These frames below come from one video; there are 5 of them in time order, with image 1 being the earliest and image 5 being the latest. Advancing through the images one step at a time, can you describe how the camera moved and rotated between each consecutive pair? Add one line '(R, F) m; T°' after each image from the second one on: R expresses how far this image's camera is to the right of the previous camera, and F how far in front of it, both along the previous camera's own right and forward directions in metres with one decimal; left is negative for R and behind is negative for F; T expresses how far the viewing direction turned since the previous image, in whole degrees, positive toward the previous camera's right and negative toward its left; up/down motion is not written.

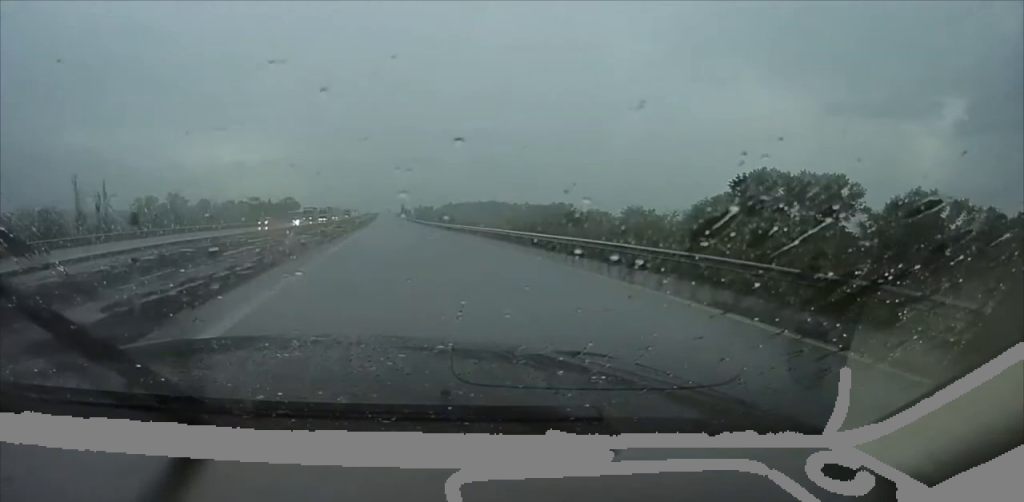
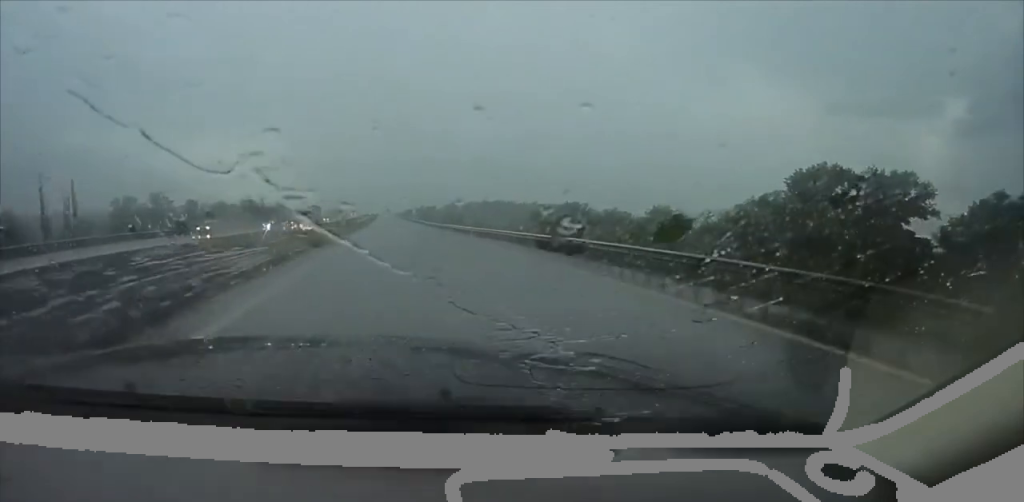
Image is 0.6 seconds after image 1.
(+0.3, +16.0) m; +1°
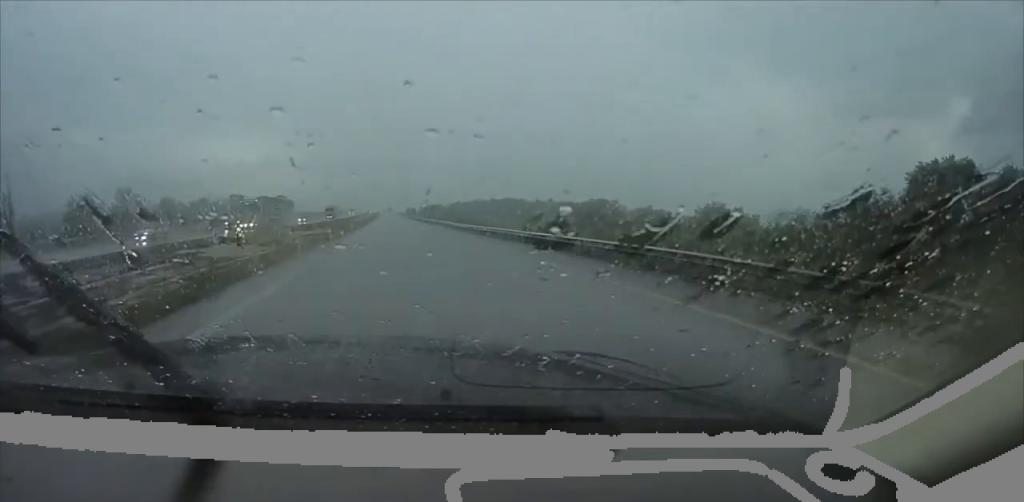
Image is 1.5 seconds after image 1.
(-0.1, +26.5) m; 0°
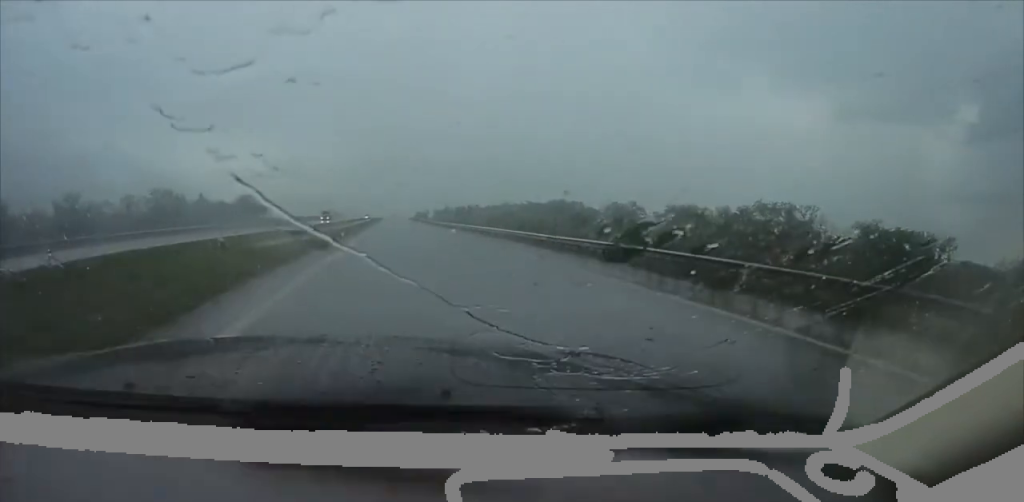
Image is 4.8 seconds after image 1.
(-2.2, +93.0) m; -4°
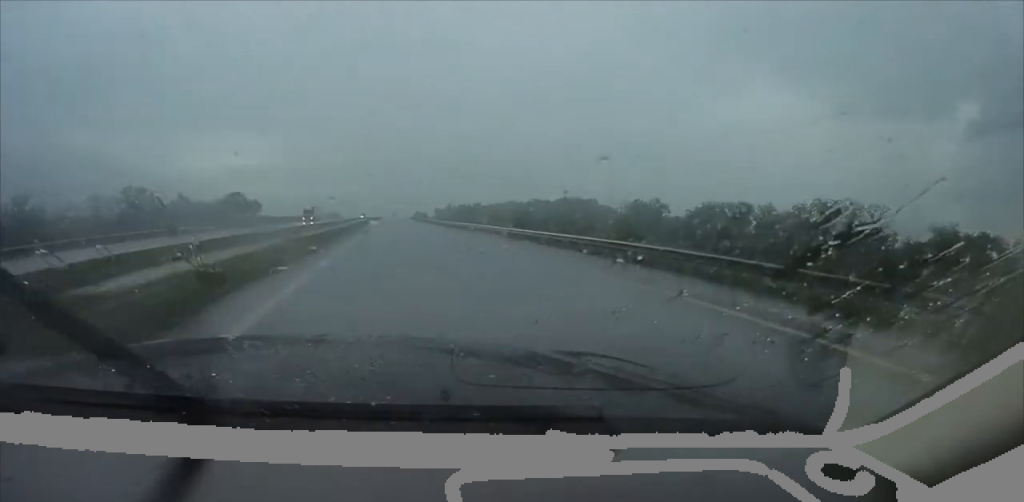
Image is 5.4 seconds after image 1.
(-0.1, +19.4) m; +1°
